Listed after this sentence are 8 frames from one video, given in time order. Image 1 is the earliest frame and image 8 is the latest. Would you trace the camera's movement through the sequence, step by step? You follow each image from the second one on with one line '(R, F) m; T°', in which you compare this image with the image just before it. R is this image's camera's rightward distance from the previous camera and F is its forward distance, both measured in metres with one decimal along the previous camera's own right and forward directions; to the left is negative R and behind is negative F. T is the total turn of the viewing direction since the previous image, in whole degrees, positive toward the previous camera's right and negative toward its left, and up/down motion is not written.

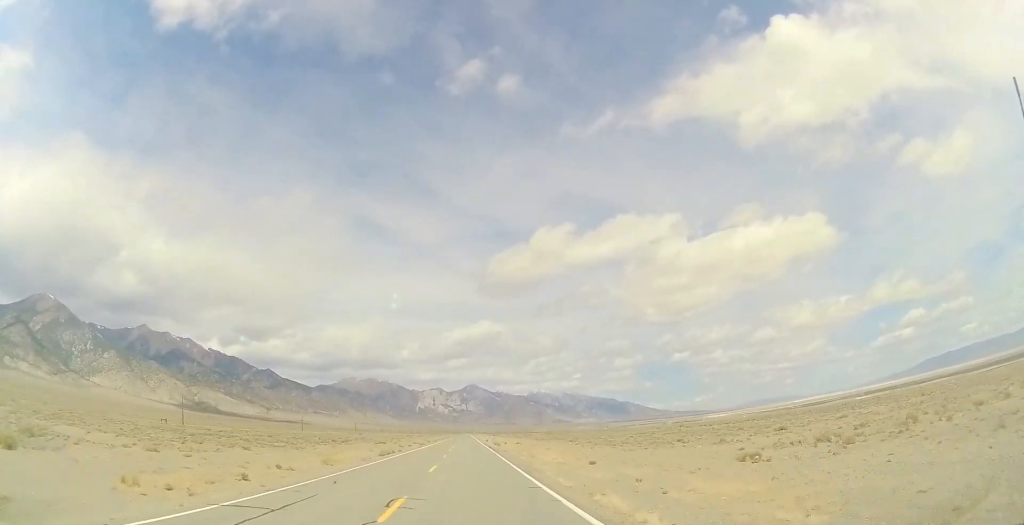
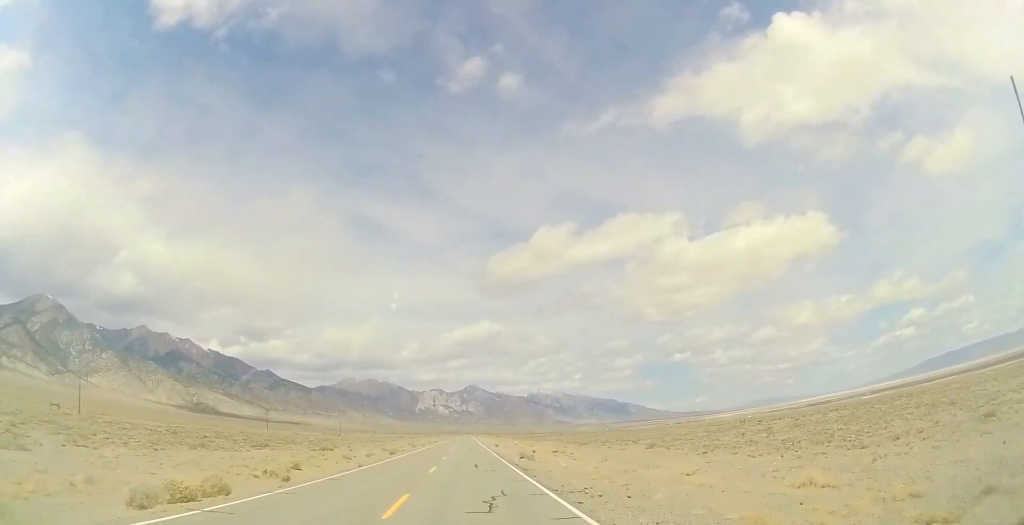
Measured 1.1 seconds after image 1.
(-0.3, +36.0) m; -1°
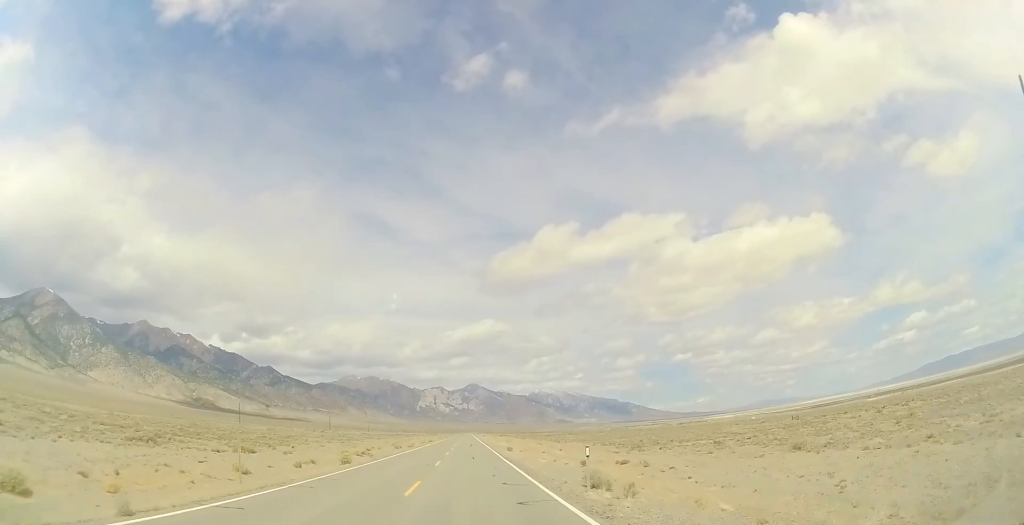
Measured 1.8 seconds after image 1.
(0.0, +21.3) m; 0°
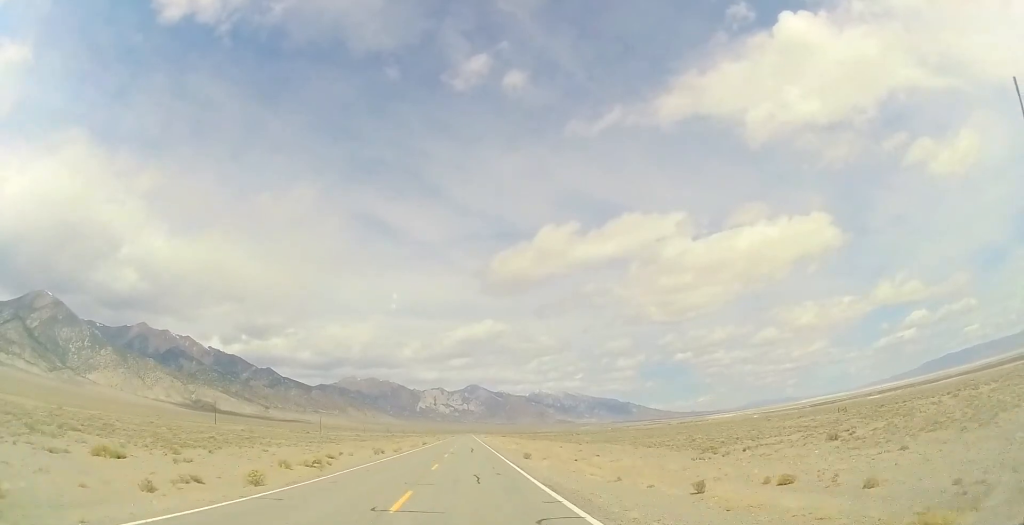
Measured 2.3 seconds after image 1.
(0.0, +14.9) m; 0°
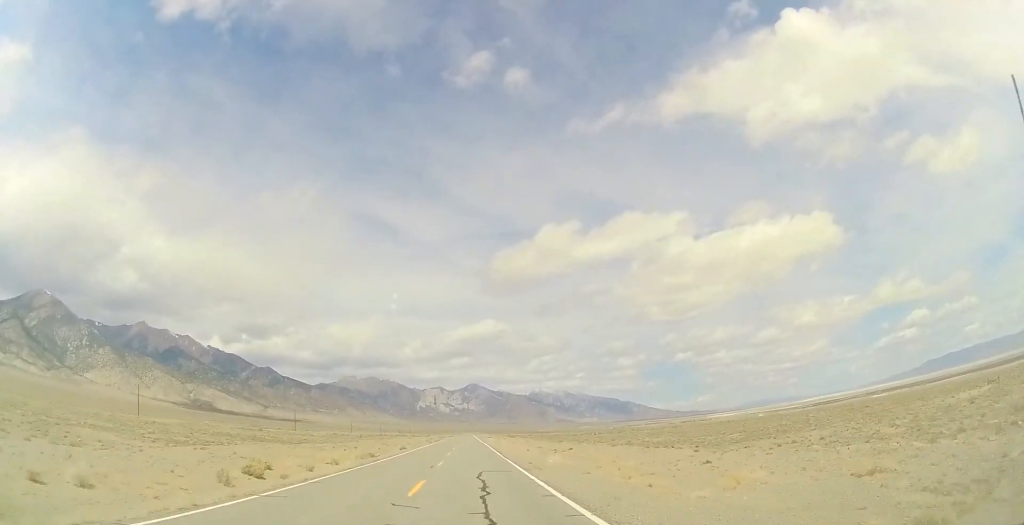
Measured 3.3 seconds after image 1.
(0.0, +33.9) m; 0°
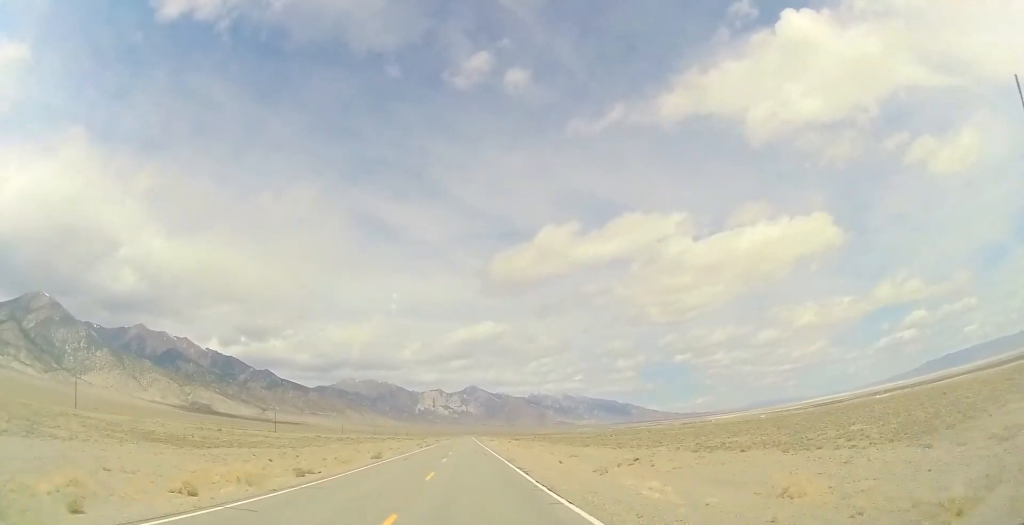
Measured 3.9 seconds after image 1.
(0.0, +18.9) m; 0°
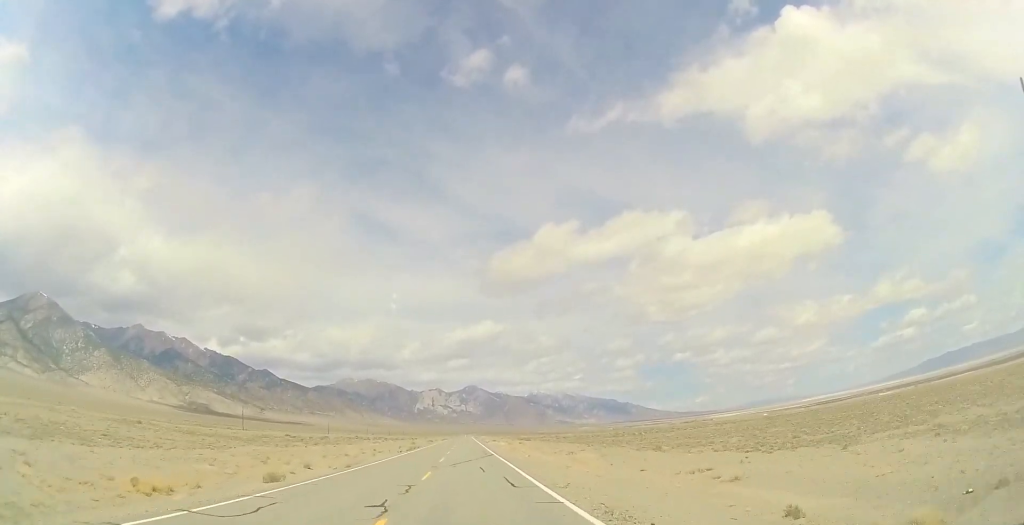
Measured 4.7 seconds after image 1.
(0.0, +25.1) m; 0°
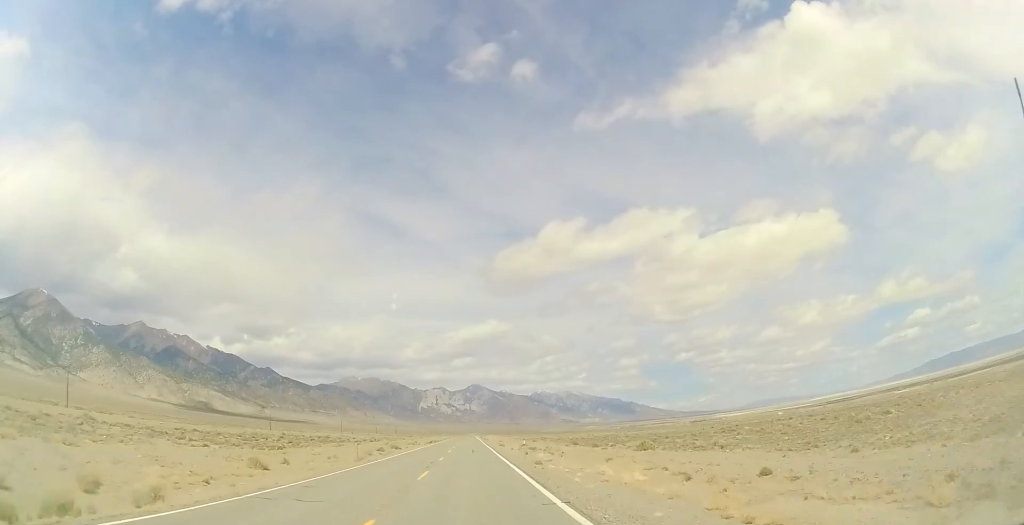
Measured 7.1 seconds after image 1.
(+0.3, +73.0) m; 0°
